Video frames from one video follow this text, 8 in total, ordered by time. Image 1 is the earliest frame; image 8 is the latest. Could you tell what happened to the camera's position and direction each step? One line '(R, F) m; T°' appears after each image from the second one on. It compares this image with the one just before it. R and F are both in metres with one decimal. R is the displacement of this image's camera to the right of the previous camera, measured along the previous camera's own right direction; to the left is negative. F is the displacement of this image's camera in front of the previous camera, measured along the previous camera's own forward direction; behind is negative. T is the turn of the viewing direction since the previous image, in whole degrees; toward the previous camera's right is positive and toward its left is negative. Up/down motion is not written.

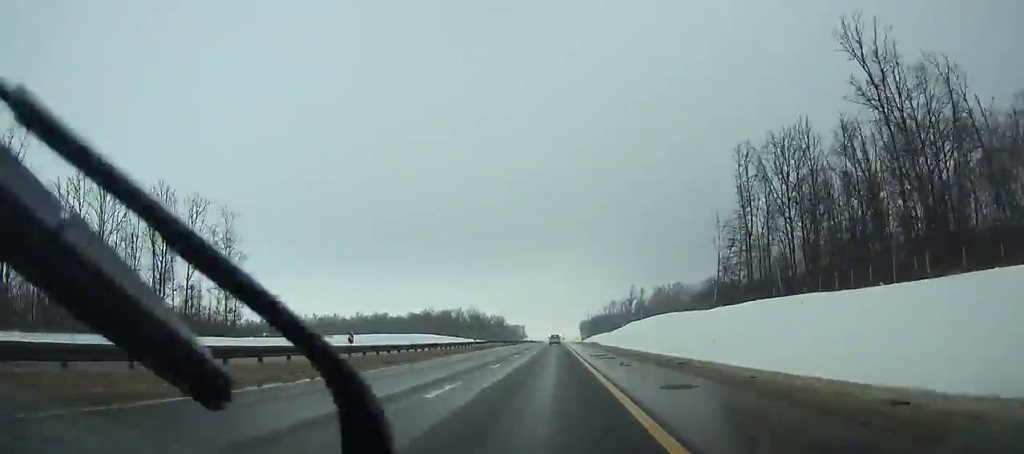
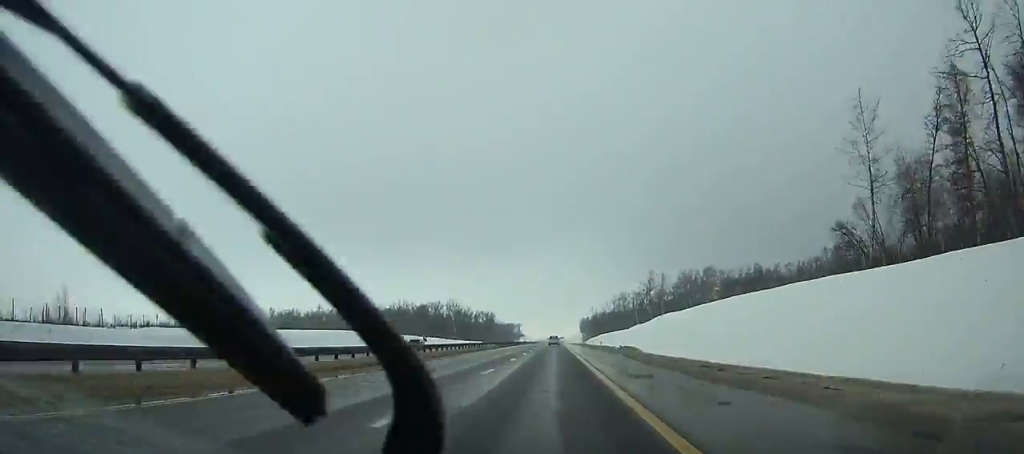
(0.0, +63.0) m; 0°
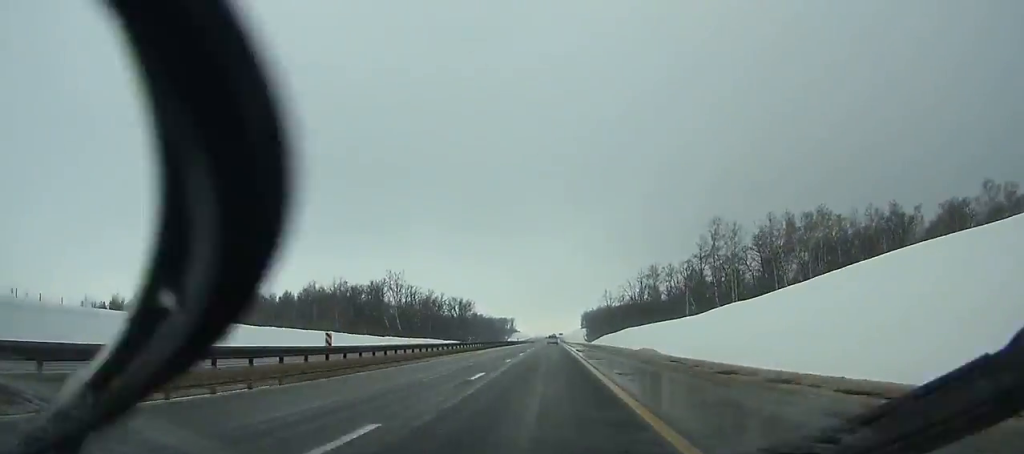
(+0.2, +99.8) m; 0°
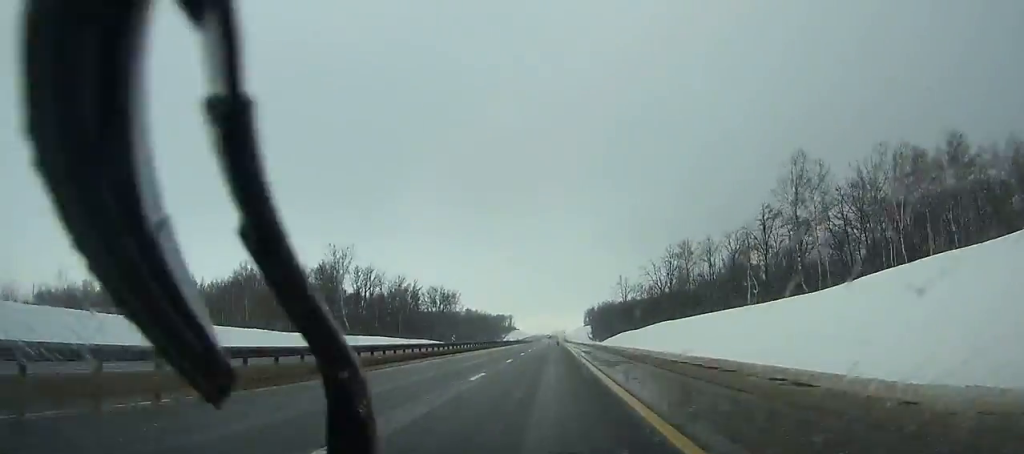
(0.0, +48.3) m; 0°
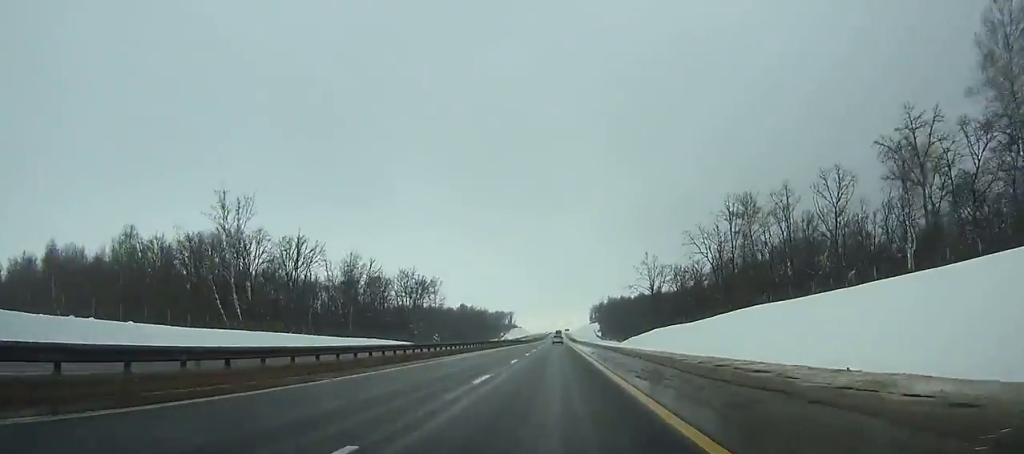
(-0.2, +48.1) m; 0°
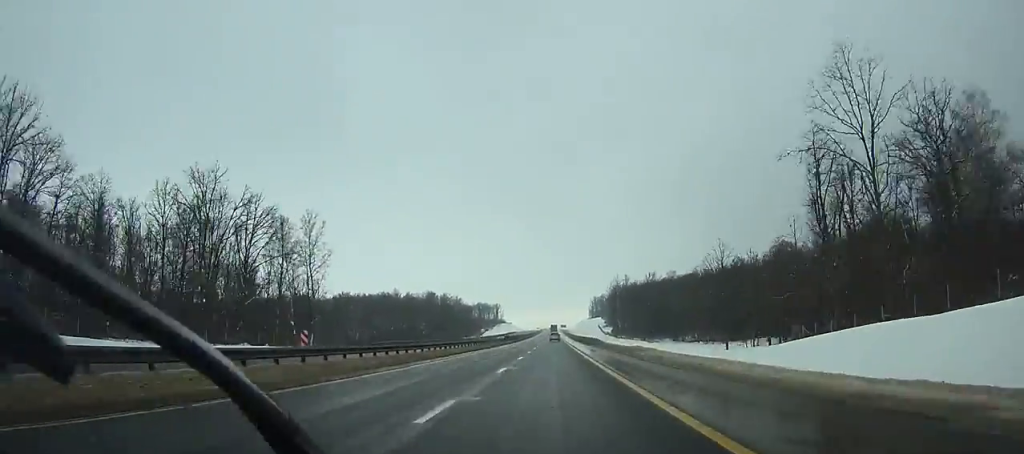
(0.0, +104.6) m; 0°
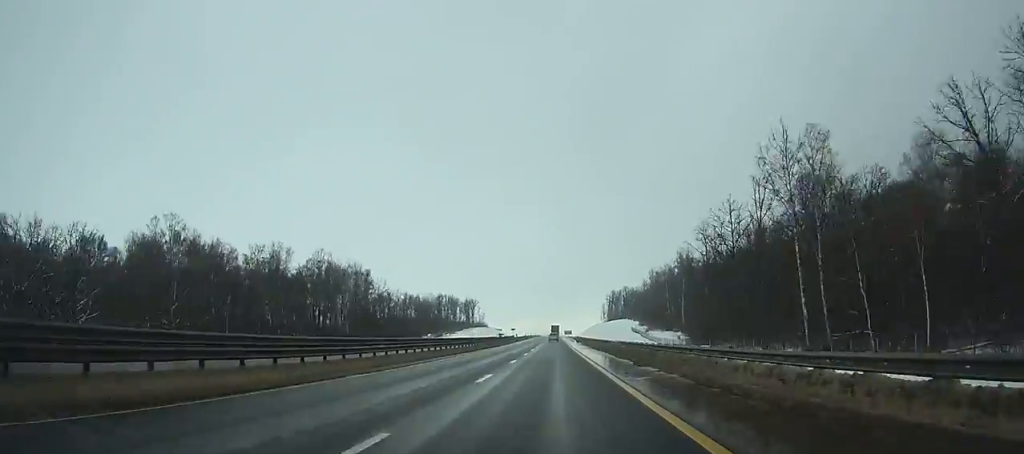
(+0.3, +173.1) m; 0°
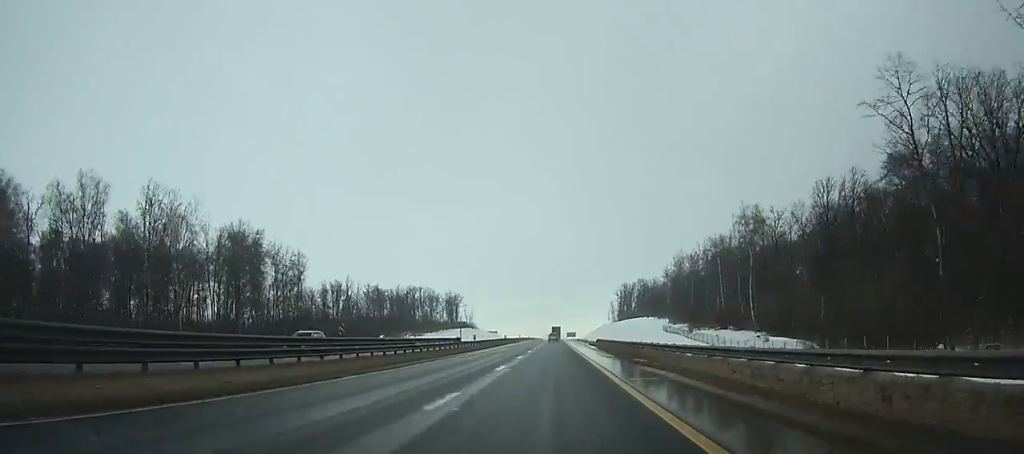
(-0.1, +65.9) m; 0°
